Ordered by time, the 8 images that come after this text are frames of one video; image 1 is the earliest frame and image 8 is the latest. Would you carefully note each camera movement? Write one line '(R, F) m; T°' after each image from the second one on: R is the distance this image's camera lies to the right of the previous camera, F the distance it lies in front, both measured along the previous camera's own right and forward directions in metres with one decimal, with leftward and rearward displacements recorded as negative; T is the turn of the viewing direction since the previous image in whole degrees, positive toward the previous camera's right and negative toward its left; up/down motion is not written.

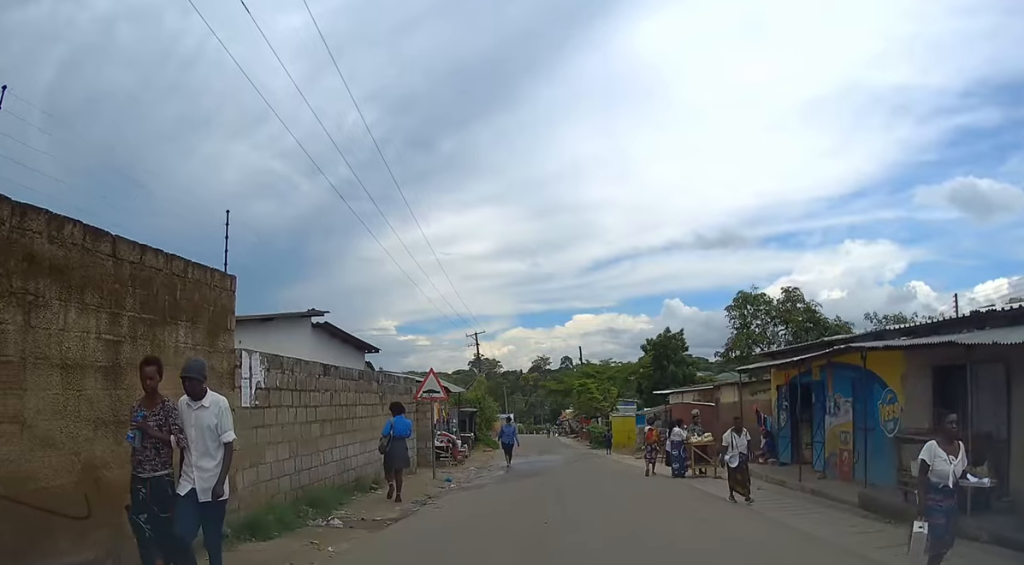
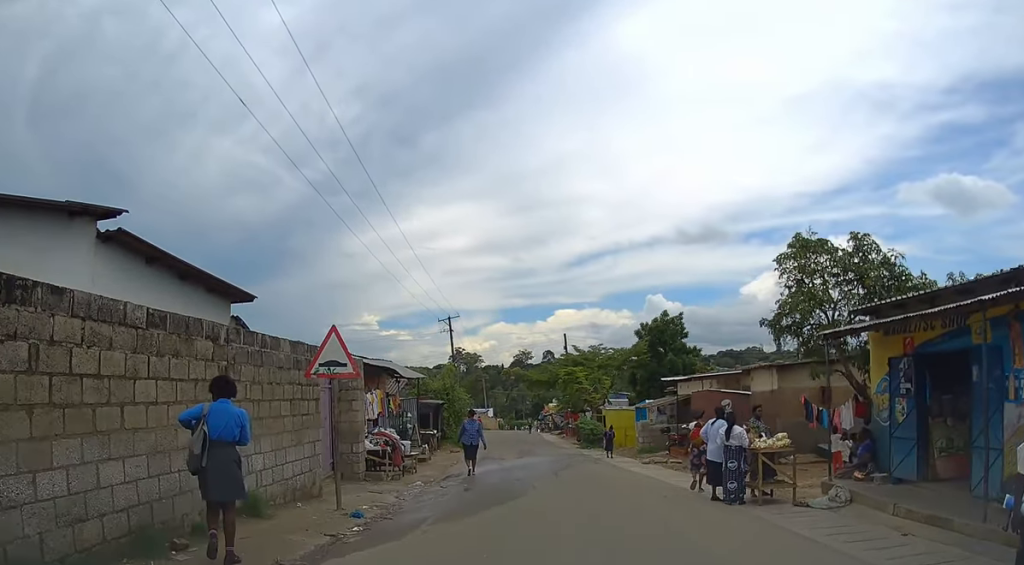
(+0.1, +6.6) m; +2°
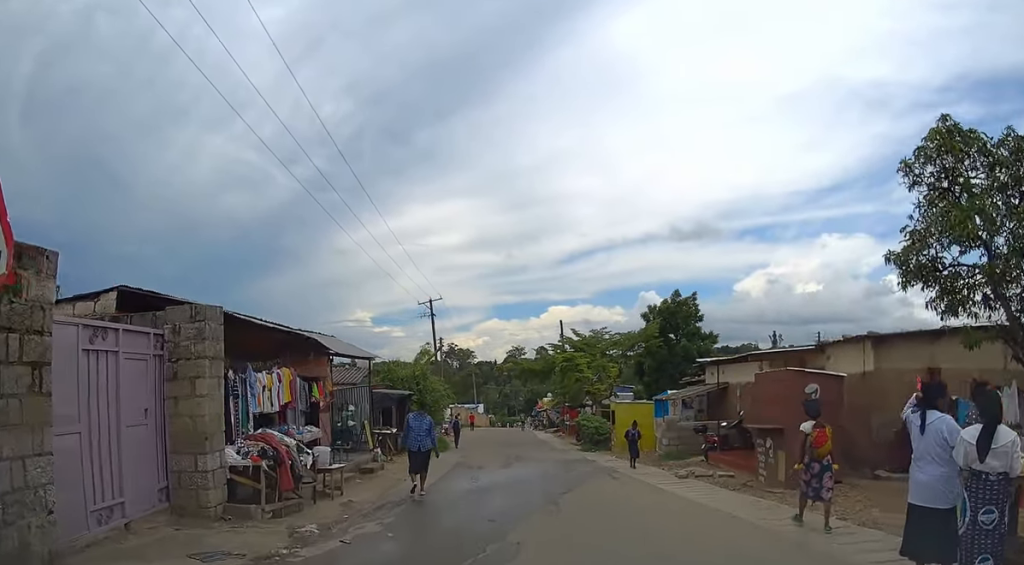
(0.0, +6.8) m; -1°
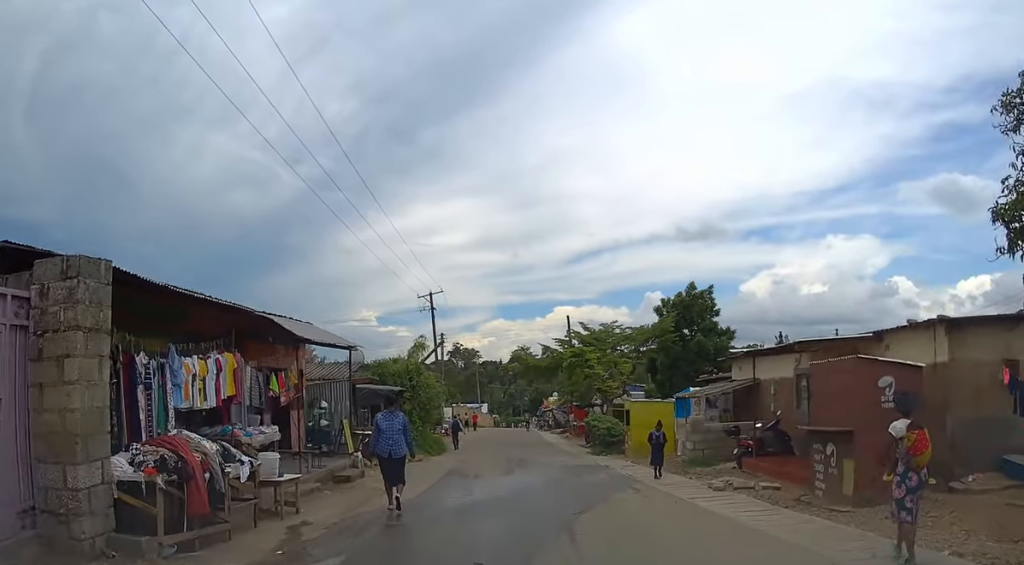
(0.0, +2.7) m; -1°
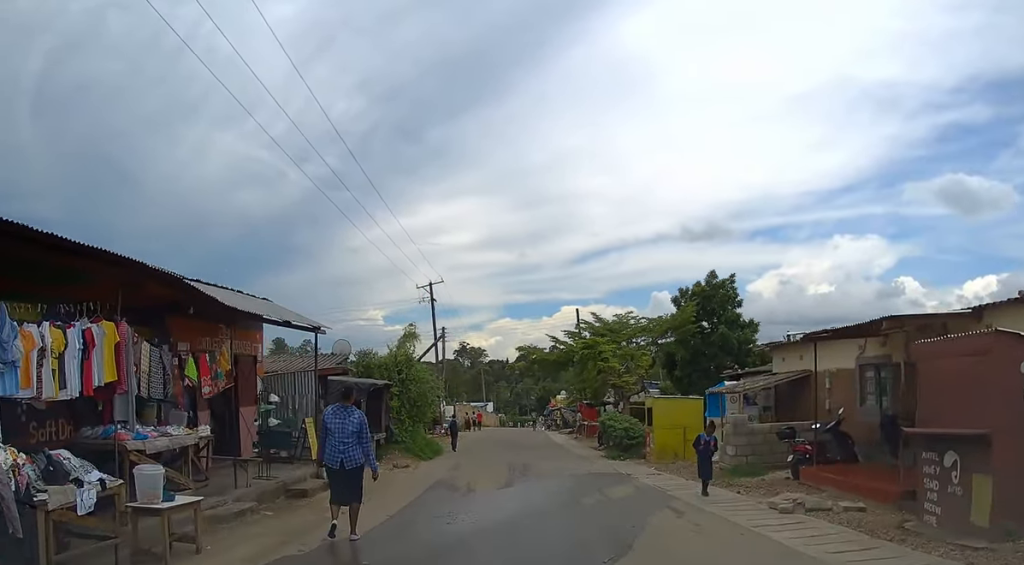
(0.0, +3.3) m; -1°
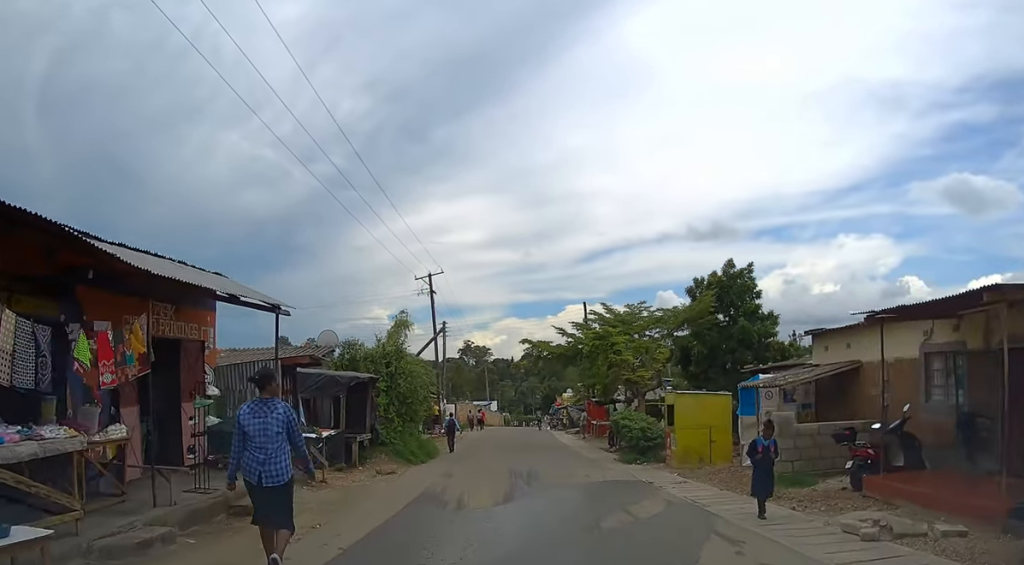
(0.0, +2.6) m; 0°
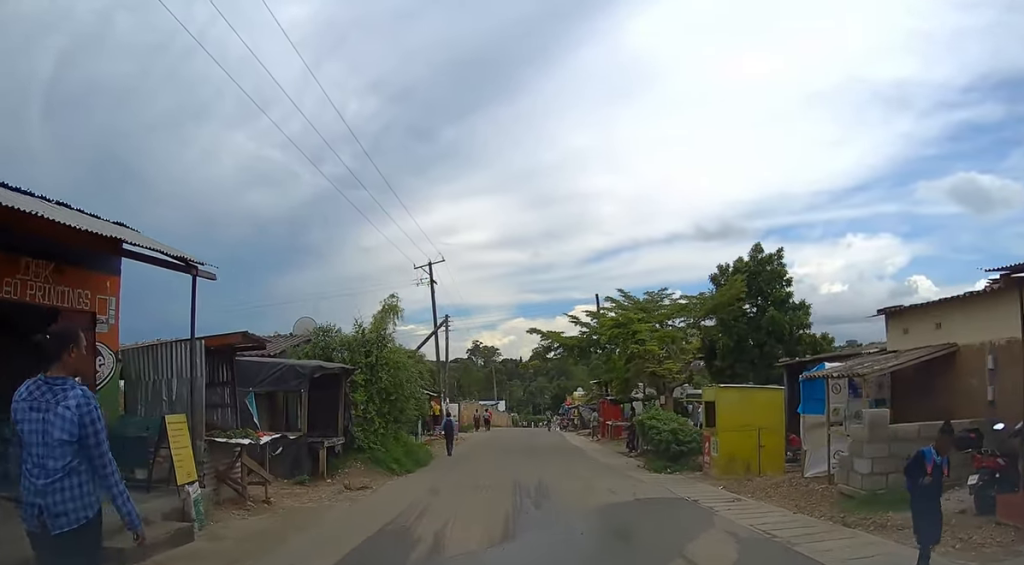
(0.0, +3.5) m; 0°
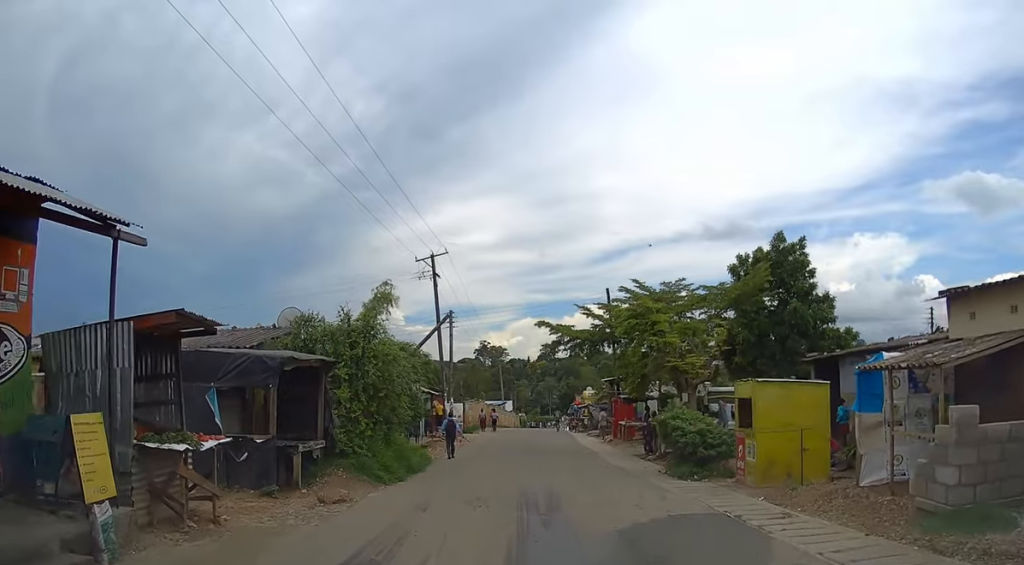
(0.0, +2.2) m; 0°
